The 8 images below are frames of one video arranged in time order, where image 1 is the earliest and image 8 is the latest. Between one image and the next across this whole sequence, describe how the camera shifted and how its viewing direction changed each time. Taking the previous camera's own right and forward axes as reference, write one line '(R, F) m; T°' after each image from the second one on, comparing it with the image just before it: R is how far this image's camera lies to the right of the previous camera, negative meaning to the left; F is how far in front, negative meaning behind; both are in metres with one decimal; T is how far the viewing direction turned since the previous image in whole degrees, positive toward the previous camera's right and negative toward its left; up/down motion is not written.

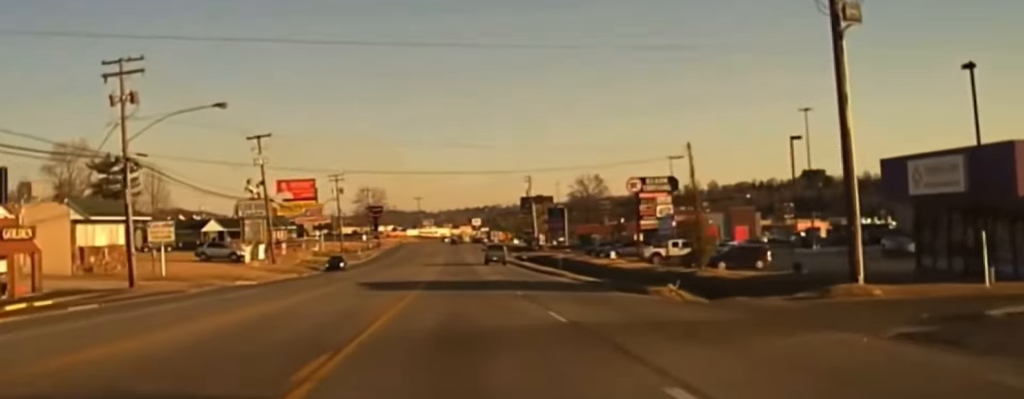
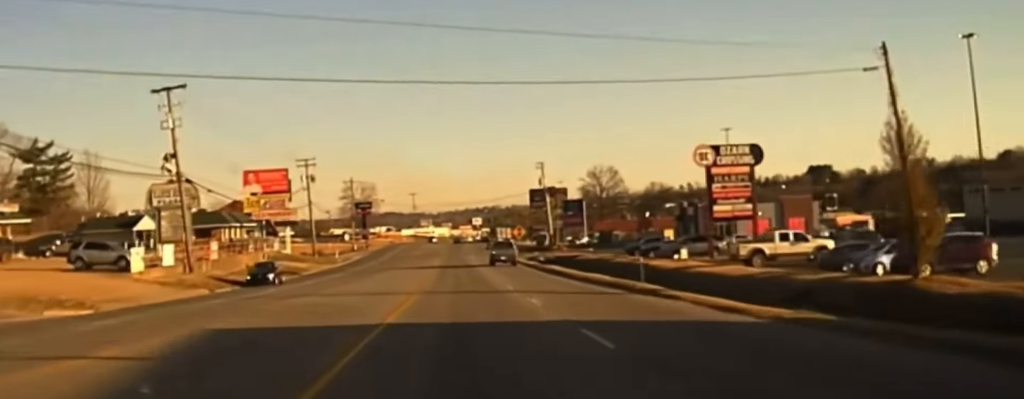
(-0.1, +26.3) m; 0°
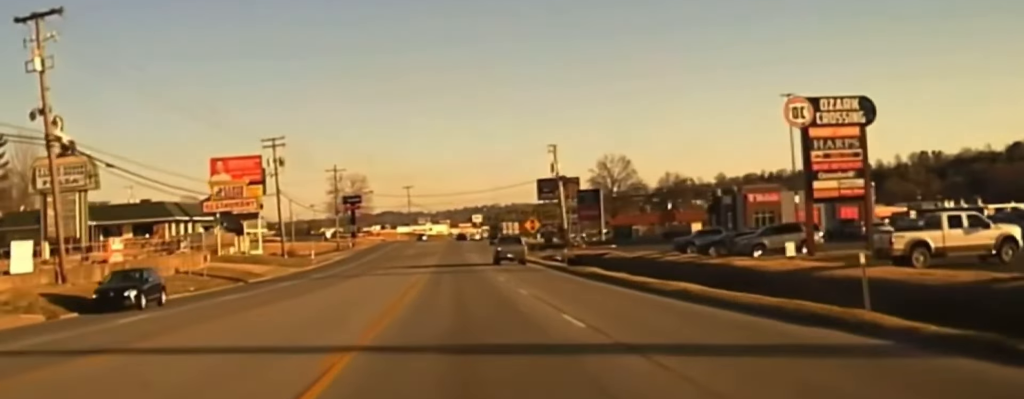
(-0.1, +20.8) m; -1°
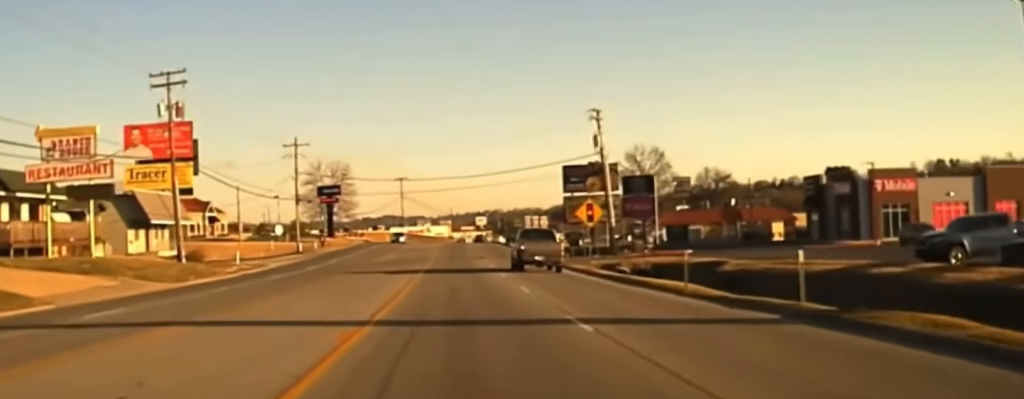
(-0.2, +37.7) m; 0°
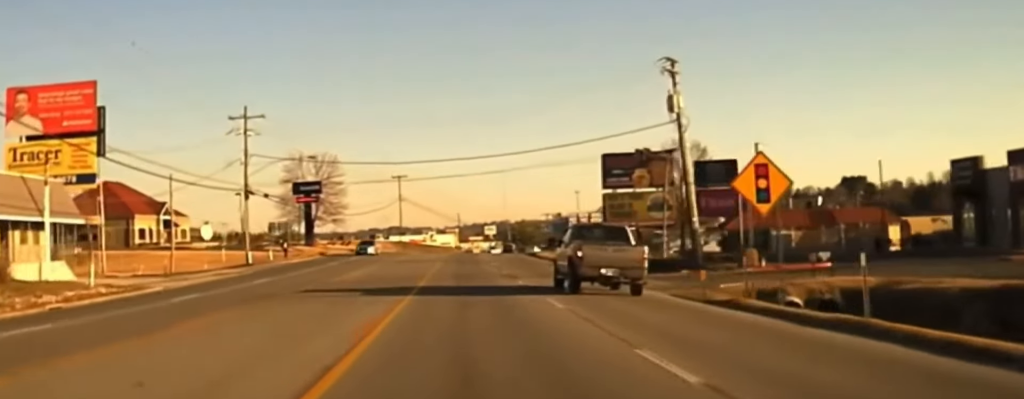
(+0.1, +34.1) m; 0°
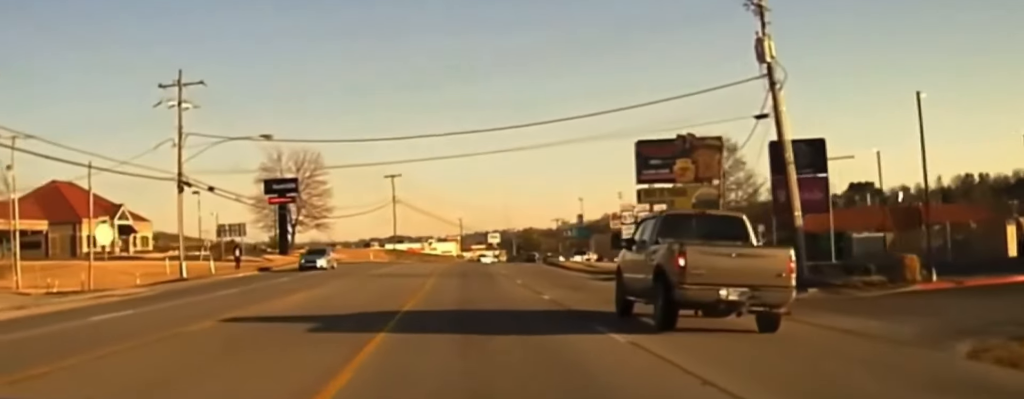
(0.0, +23.3) m; 0°
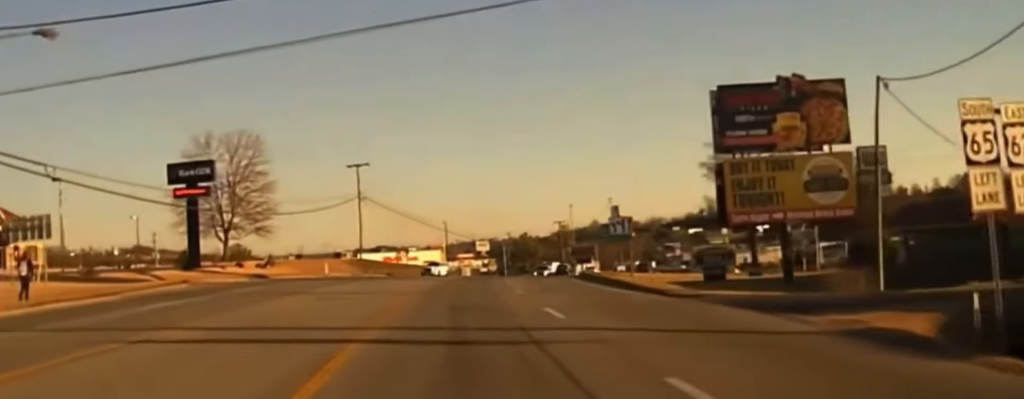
(0.0, +35.4) m; +1°
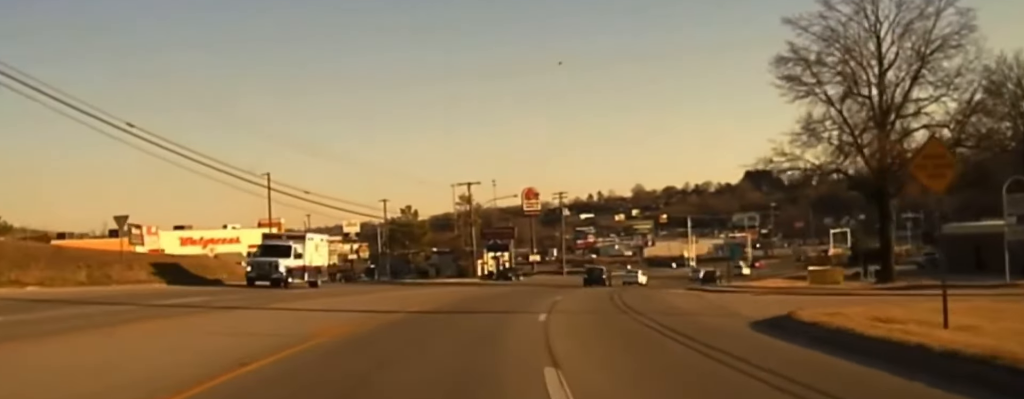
(+2.2, +72.3) m; +5°
